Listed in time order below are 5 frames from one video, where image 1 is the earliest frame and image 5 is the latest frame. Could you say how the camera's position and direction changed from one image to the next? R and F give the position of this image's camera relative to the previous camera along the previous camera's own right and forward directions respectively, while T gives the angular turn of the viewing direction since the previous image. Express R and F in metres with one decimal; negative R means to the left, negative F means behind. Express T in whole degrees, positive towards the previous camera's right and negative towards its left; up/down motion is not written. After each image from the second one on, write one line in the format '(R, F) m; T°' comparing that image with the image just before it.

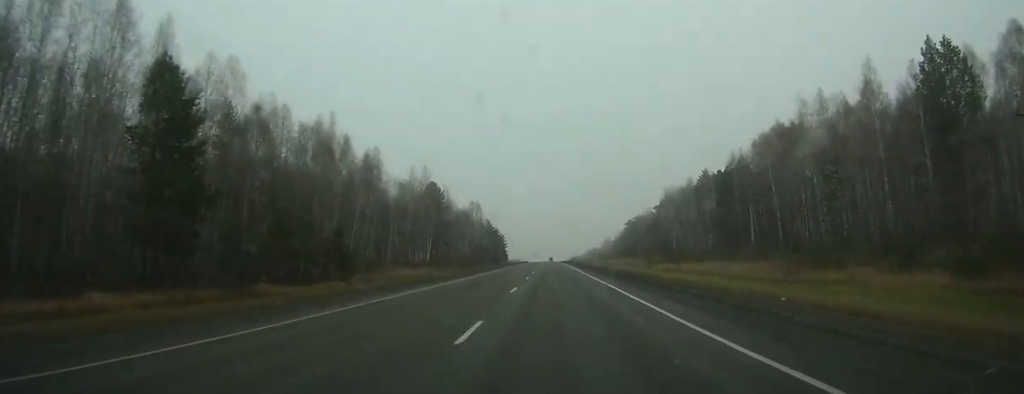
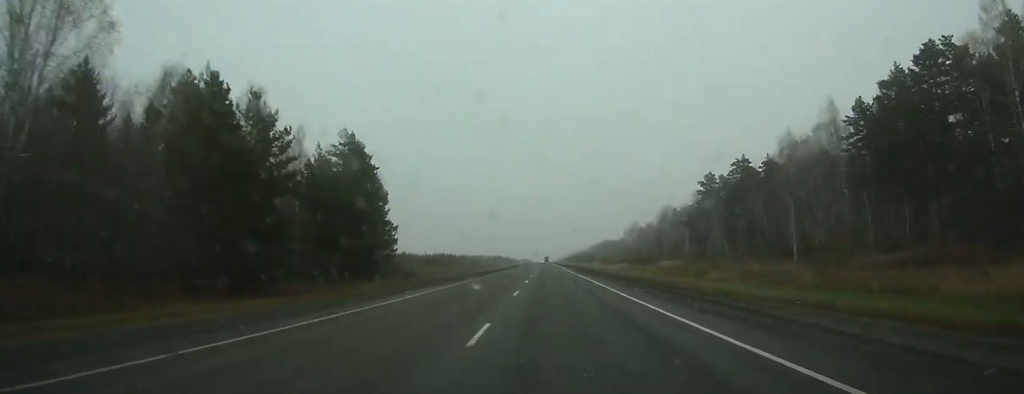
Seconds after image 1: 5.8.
(+0.9, +180.6) m; +1°
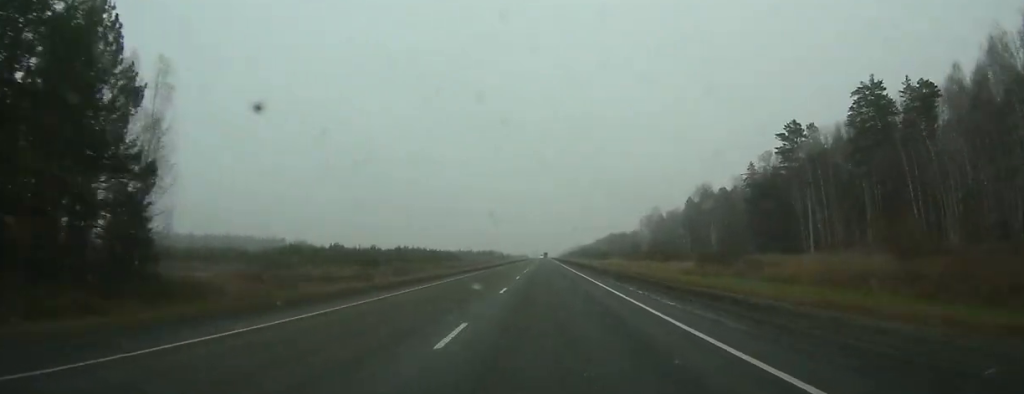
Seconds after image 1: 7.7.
(0.0, +60.6) m; 0°
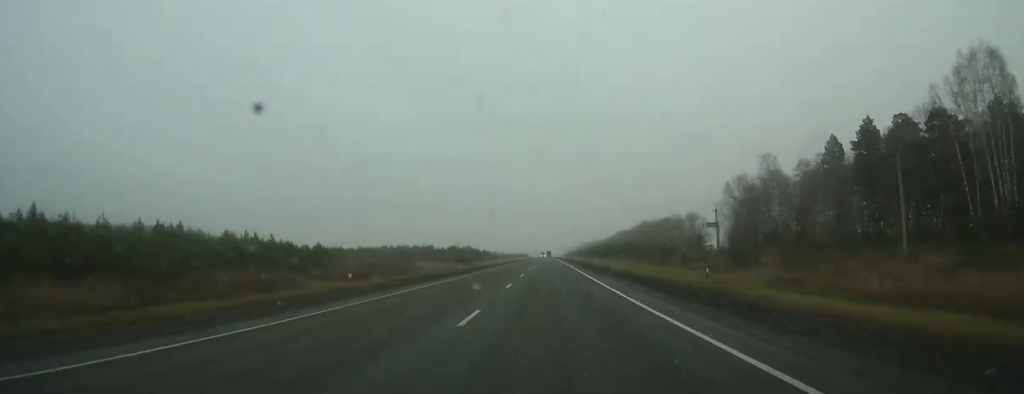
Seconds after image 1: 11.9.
(-0.6, +129.7) m; 0°
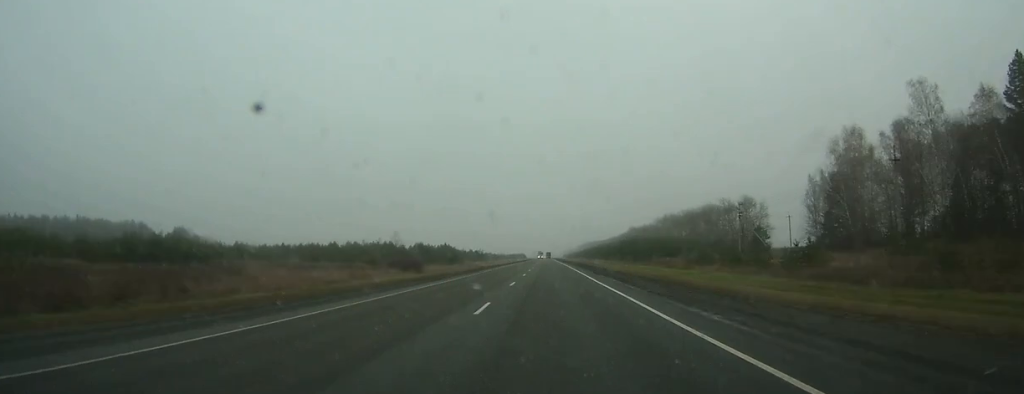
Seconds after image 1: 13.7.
(+0.1, +58.2) m; 0°
